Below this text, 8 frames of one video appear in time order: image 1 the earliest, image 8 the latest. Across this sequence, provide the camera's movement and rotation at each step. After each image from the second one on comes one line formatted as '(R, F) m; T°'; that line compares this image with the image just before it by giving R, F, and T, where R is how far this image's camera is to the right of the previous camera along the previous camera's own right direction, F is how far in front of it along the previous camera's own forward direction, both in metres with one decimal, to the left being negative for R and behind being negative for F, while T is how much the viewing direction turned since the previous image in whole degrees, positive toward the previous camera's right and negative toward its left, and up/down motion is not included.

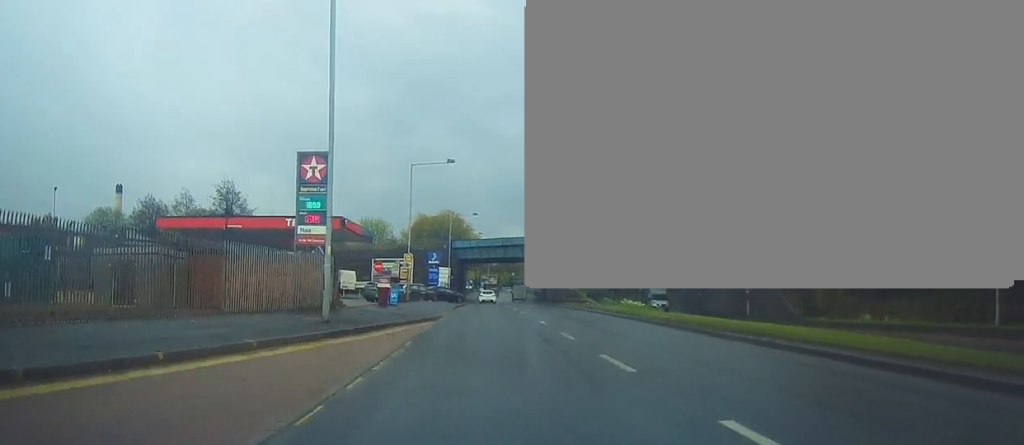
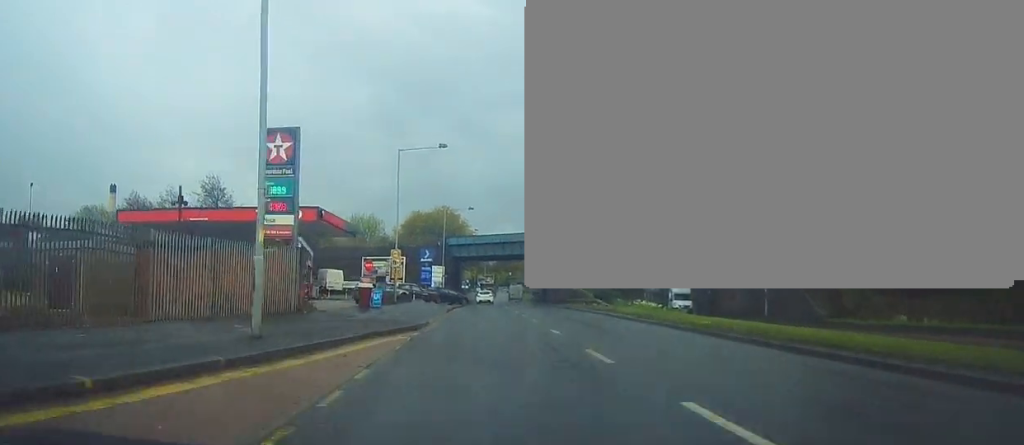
(0.0, +5.0) m; 0°
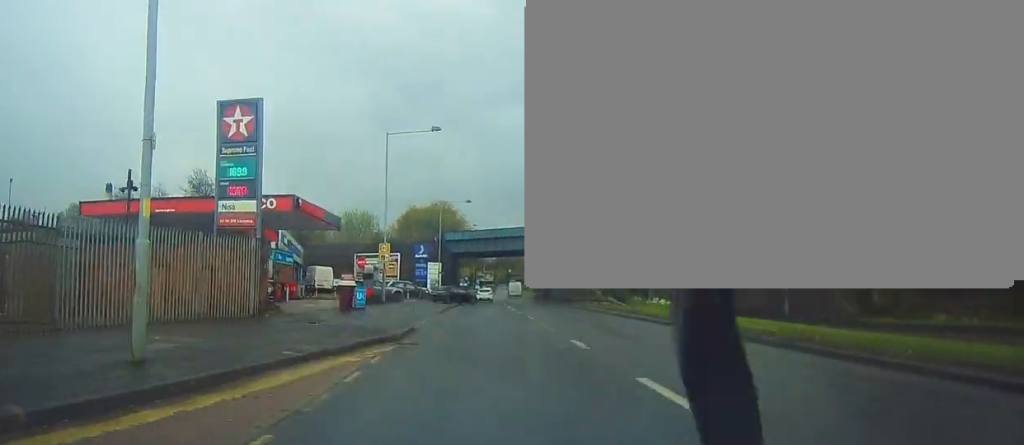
(0.0, +4.4) m; +1°
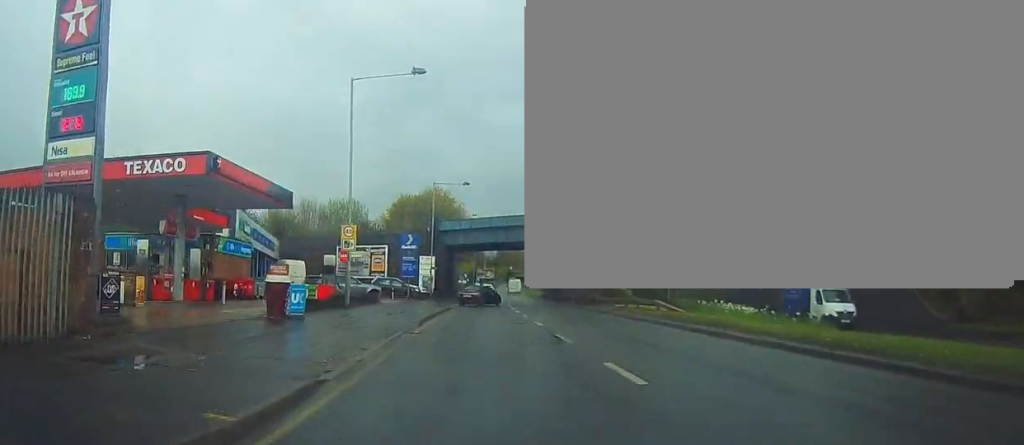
(+0.1, +10.5) m; +1°
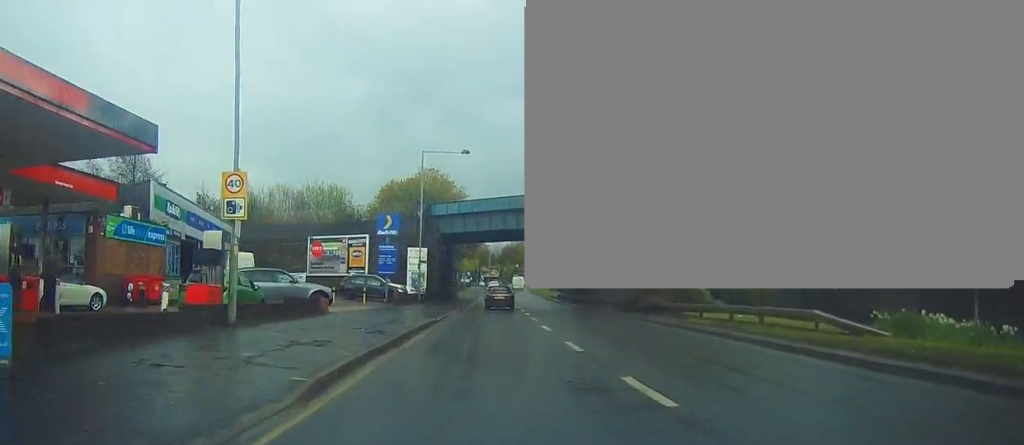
(0.0, +13.9) m; -1°
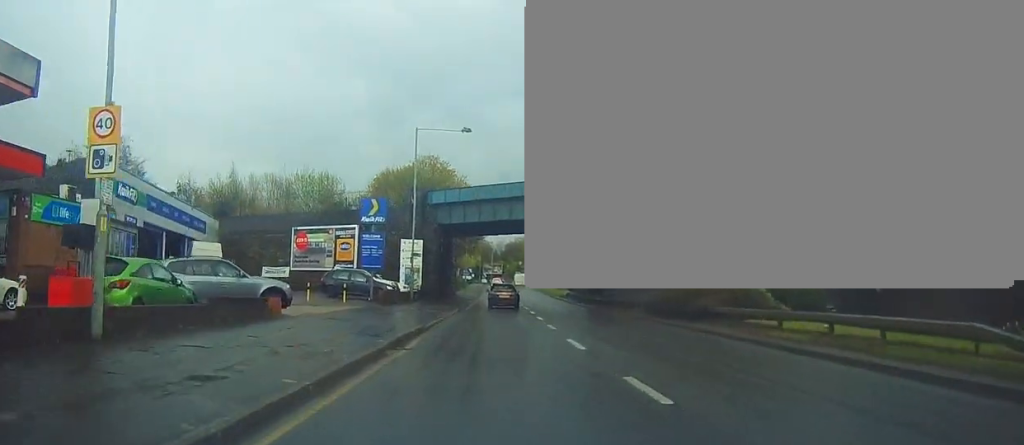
(-0.1, +5.9) m; -1°
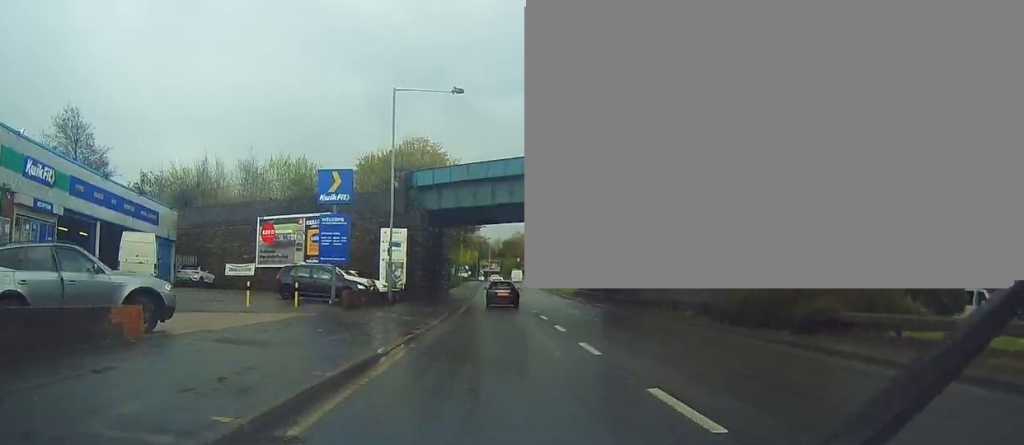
(-0.1, +7.8) m; 0°
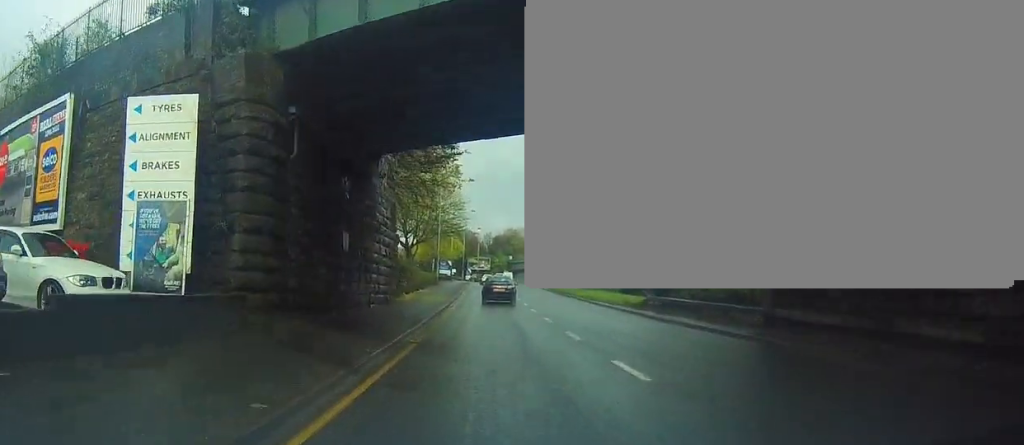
(+0.1, +27.3) m; 0°
